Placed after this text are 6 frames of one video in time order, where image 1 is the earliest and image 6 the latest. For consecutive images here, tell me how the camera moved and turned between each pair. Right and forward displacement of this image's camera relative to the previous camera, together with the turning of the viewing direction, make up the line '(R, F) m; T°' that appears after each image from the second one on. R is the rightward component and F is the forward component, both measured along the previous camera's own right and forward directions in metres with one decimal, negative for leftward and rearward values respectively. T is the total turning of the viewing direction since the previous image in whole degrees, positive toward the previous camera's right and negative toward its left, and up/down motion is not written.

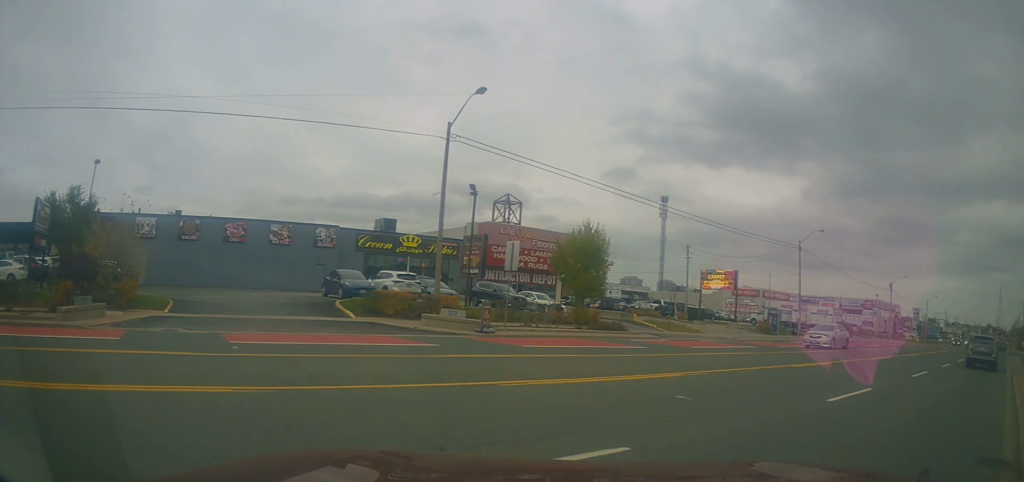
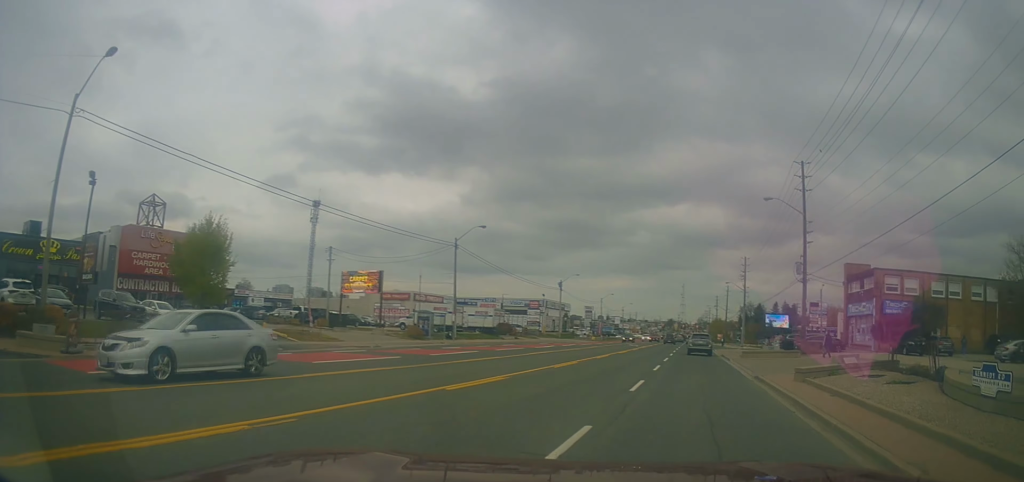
(+1.1, +4.7) m; +31°
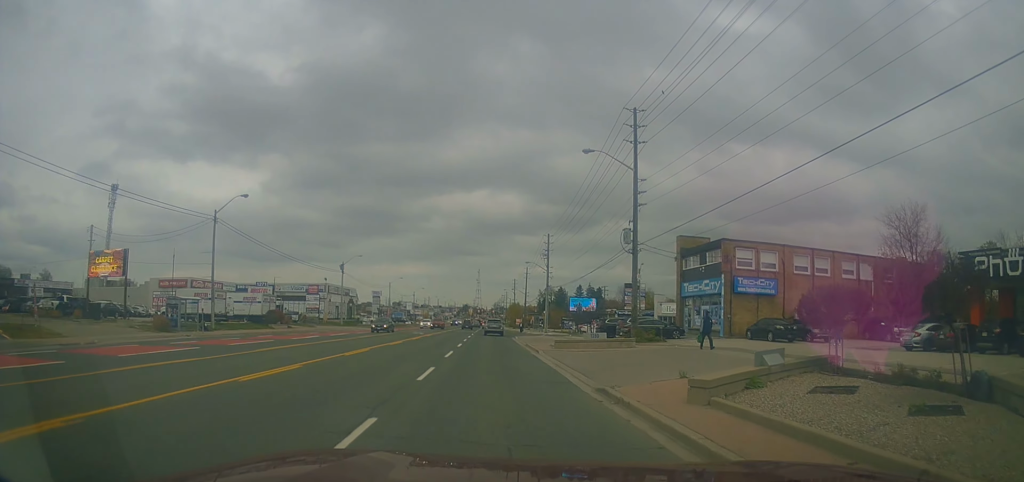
(+1.4, +8.9) m; +13°
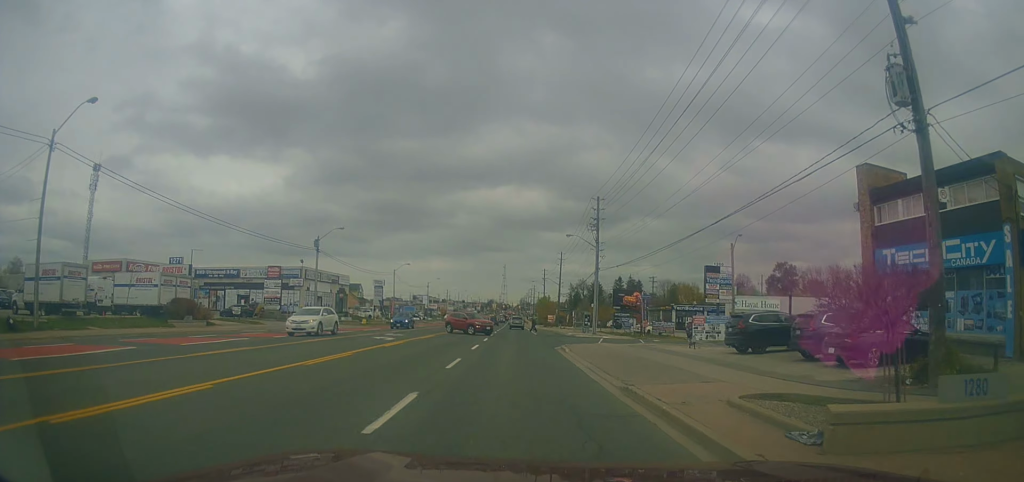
(+1.4, +24.3) m; +3°
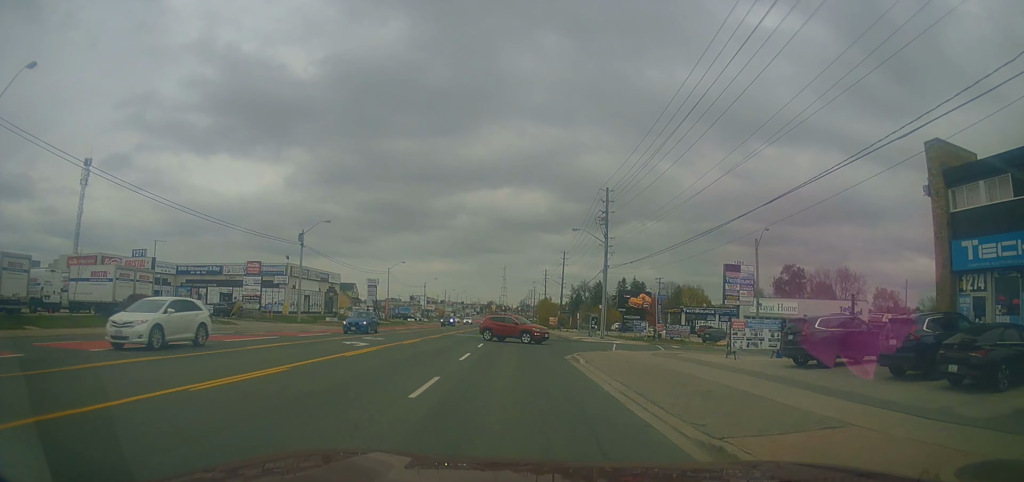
(+0.1, +6.1) m; 0°
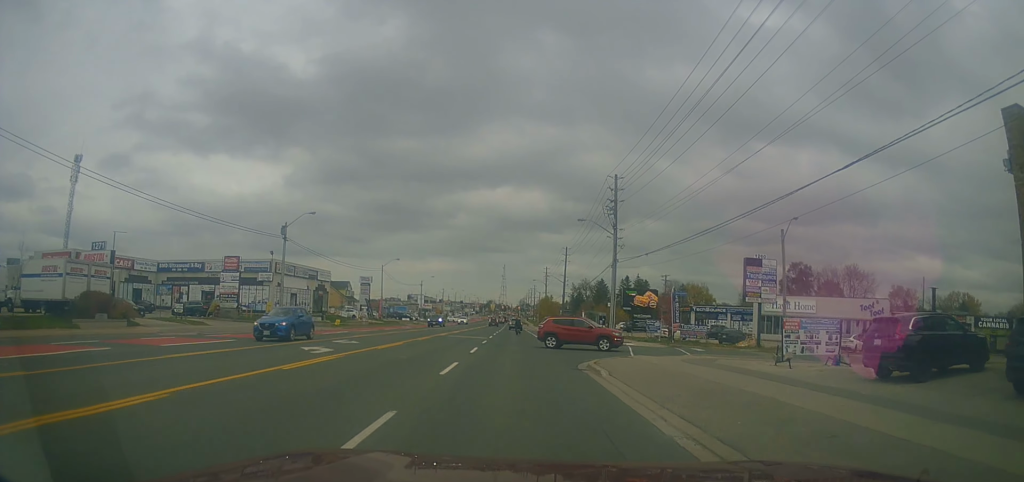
(+0.1, +5.7) m; 0°
